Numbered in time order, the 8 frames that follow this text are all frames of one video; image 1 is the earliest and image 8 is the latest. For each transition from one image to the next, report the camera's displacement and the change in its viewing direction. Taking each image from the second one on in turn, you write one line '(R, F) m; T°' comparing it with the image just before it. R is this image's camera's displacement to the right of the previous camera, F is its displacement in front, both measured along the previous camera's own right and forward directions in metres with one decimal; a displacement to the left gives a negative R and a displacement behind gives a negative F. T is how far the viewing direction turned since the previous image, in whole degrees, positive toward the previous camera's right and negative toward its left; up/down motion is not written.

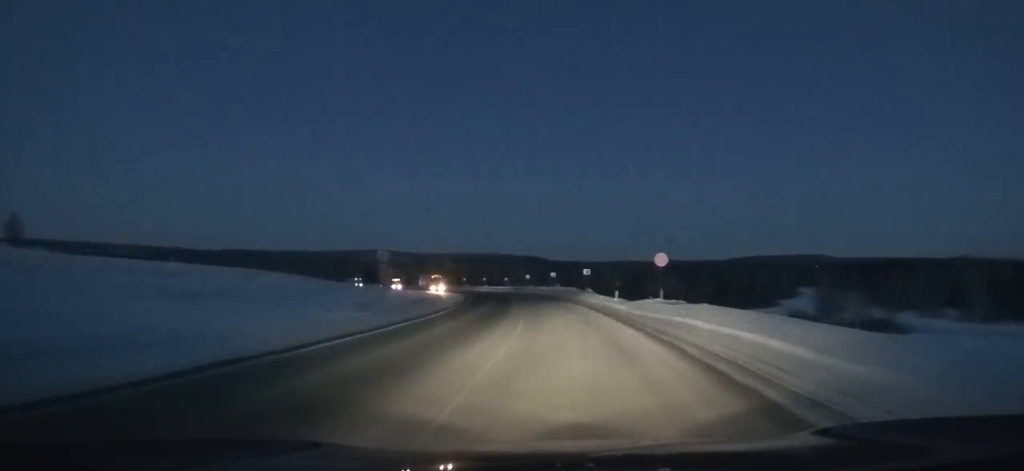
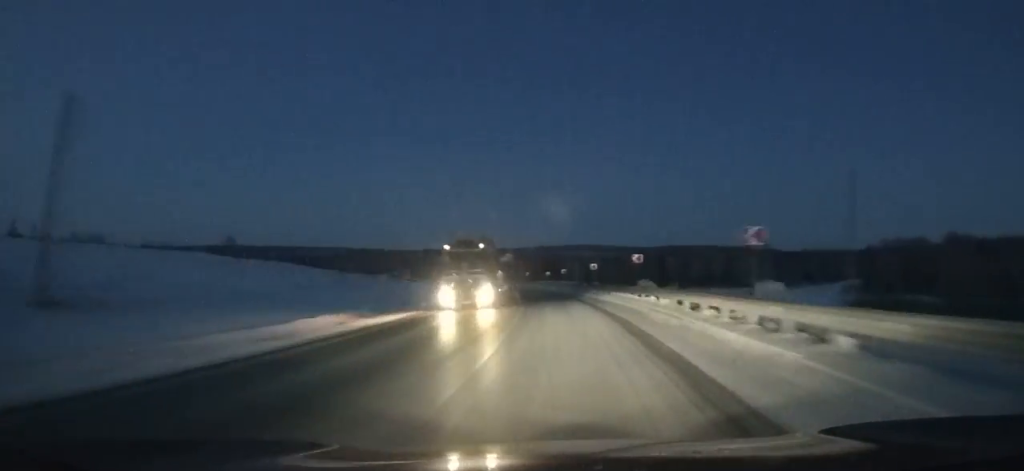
(-22.6, +122.5) m; -21°
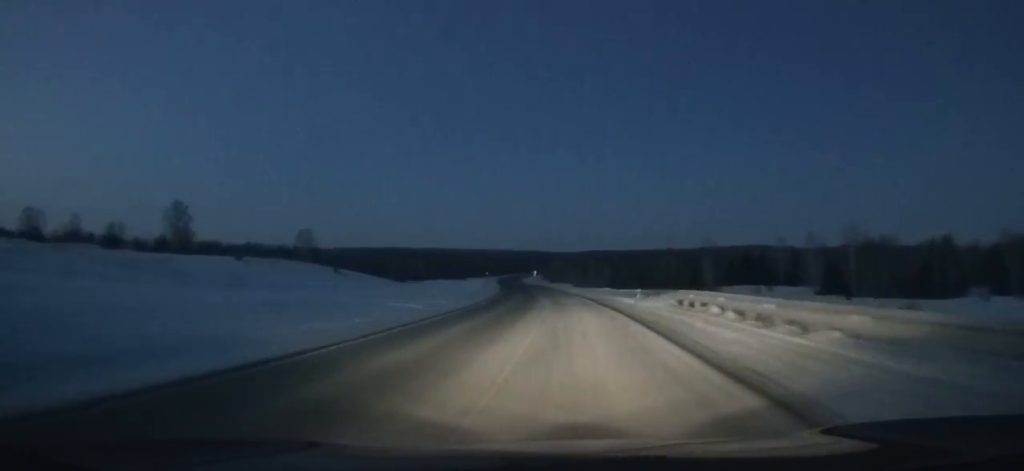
(-22.3, +128.9) m; -17°
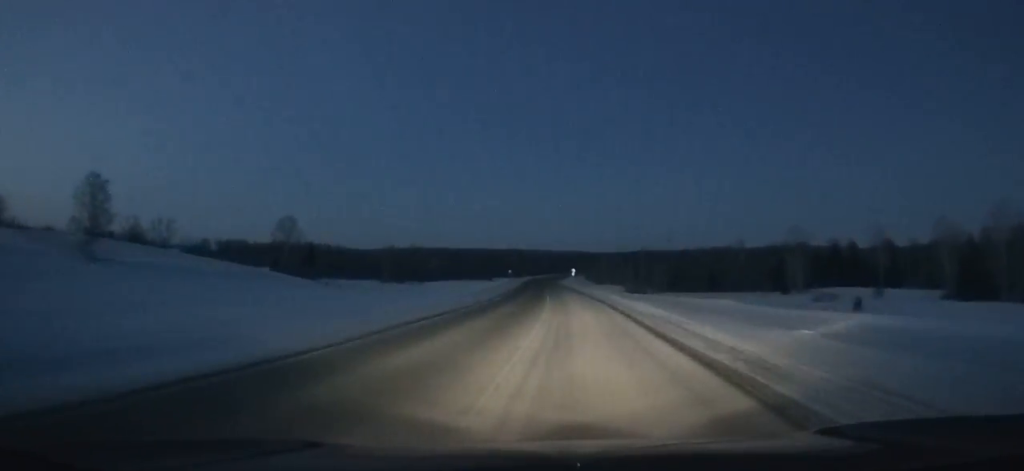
(-1.4, +42.0) m; -3°
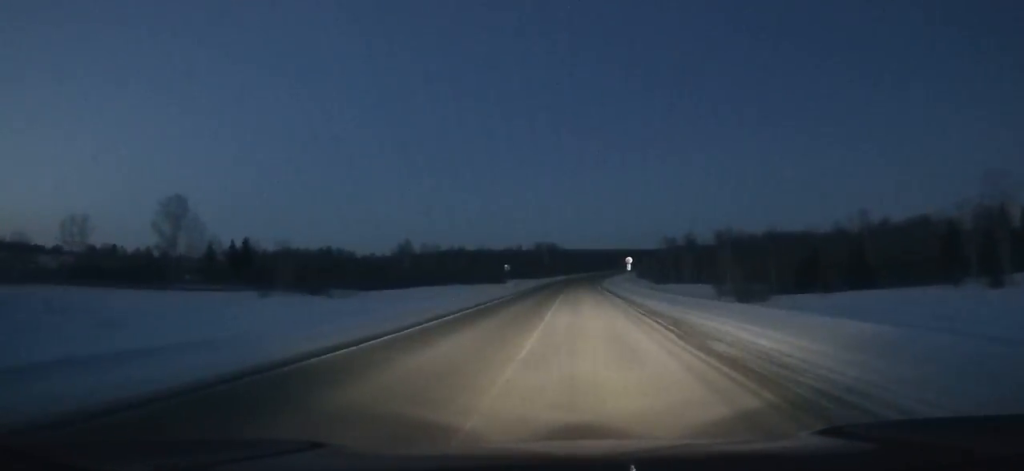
(-1.7, +62.5) m; -2°
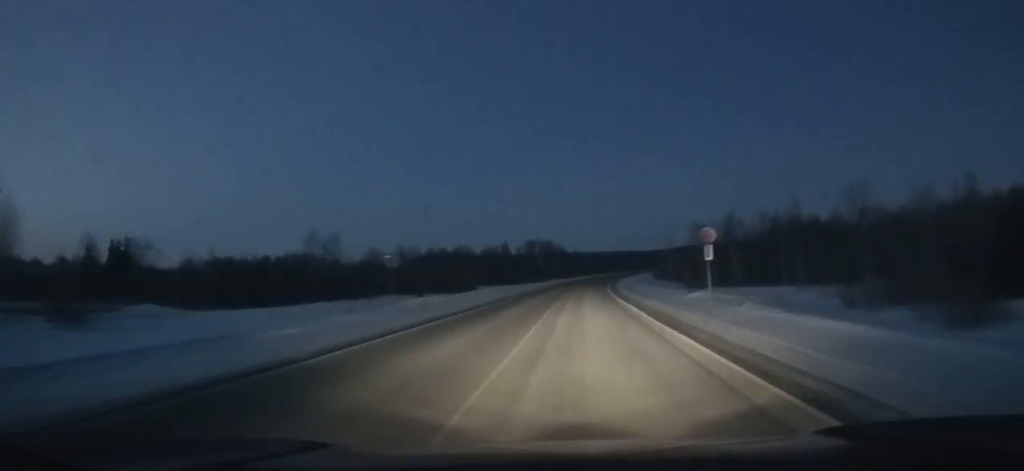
(-0.7, +41.8) m; 0°
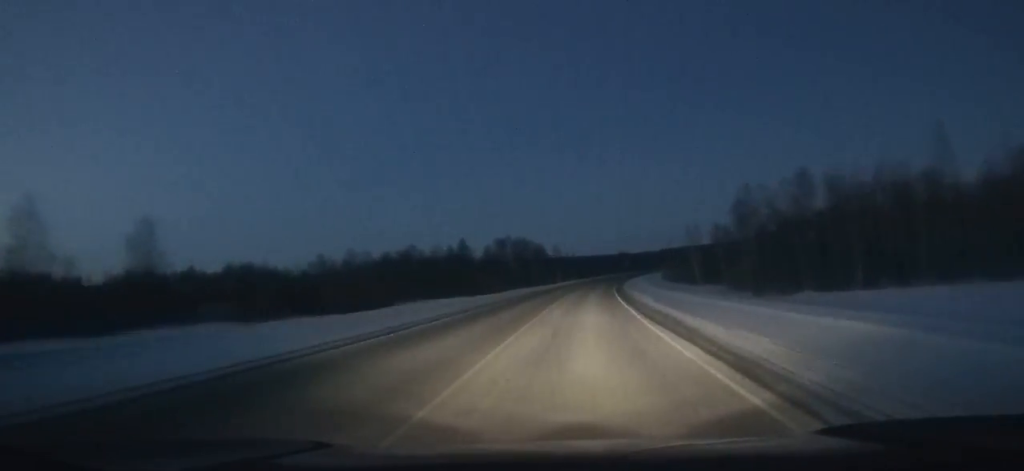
(-0.4, +44.4) m; +1°
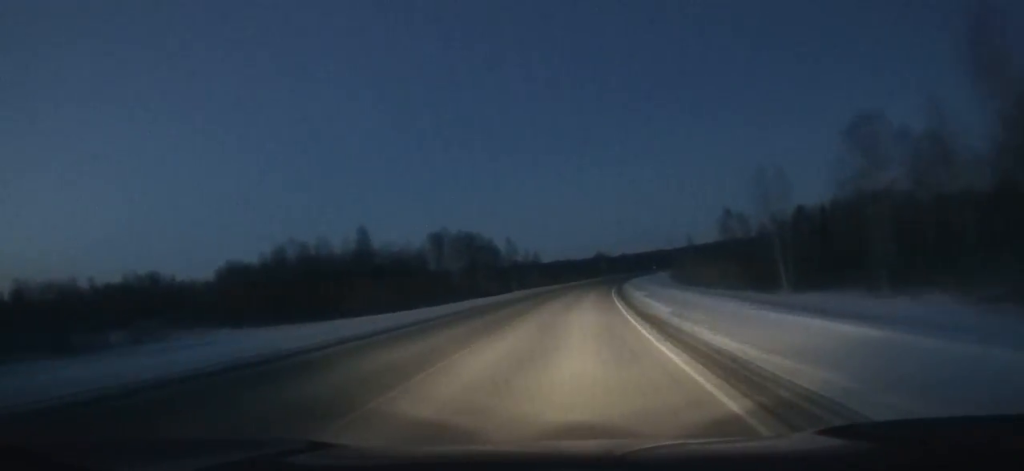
(+0.8, +49.7) m; +3°
